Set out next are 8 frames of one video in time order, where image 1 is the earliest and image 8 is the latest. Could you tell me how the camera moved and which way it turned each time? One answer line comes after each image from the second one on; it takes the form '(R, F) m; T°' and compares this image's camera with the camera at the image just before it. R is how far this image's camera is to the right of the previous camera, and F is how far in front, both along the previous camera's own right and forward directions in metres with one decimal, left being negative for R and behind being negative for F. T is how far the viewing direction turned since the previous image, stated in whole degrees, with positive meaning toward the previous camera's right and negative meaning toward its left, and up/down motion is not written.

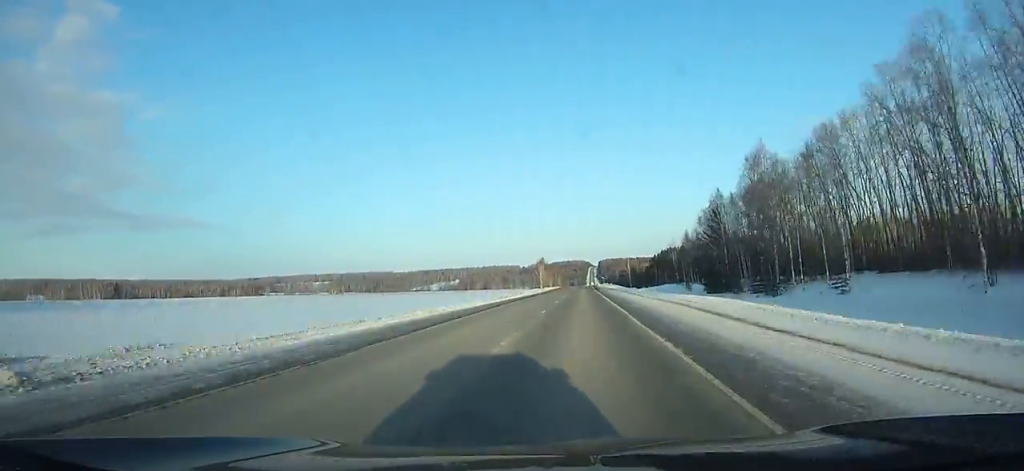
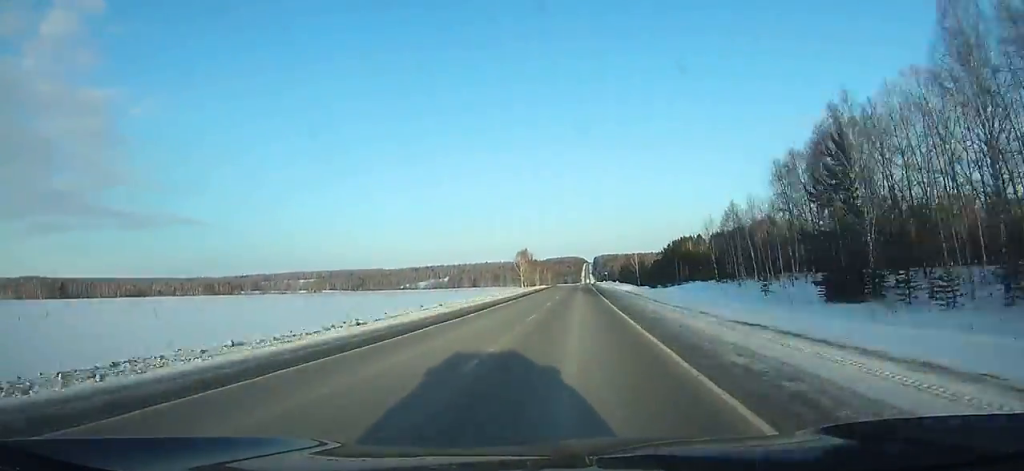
(+0.5, +51.8) m; +1°
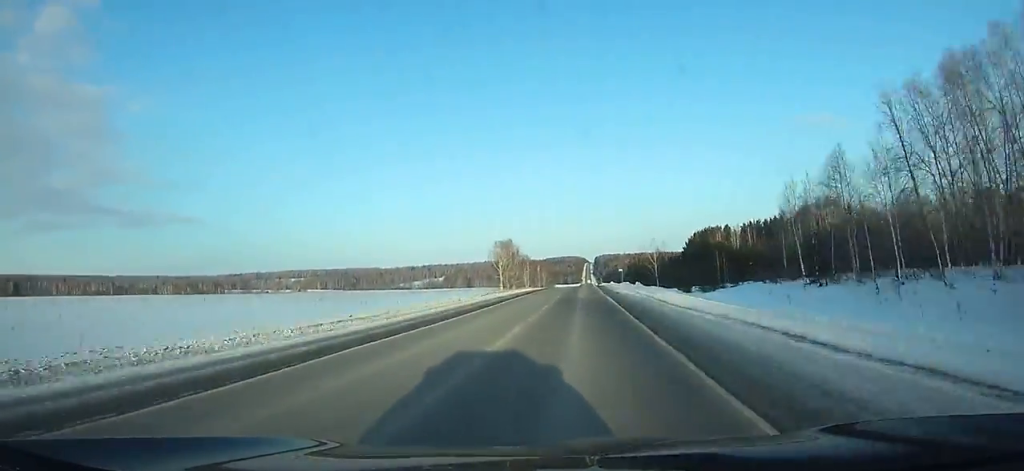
(+0.2, +43.2) m; +1°
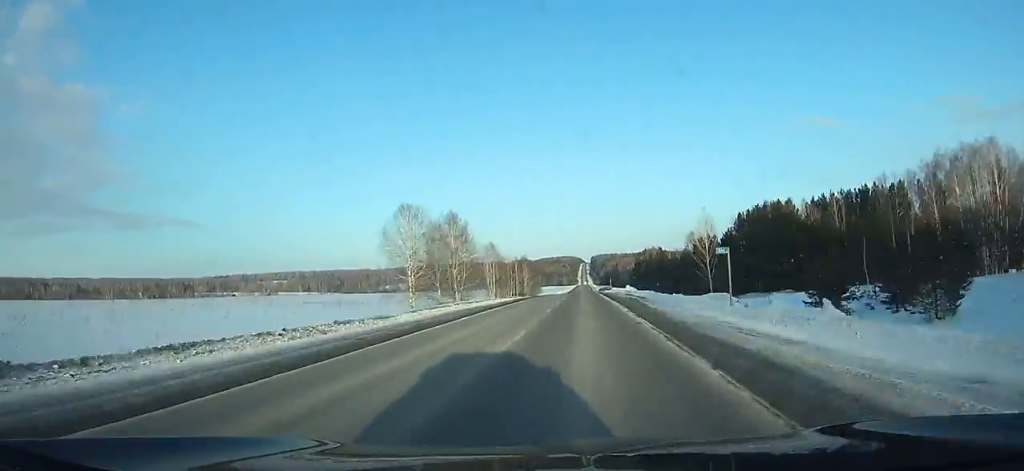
(+0.3, +60.8) m; 0°
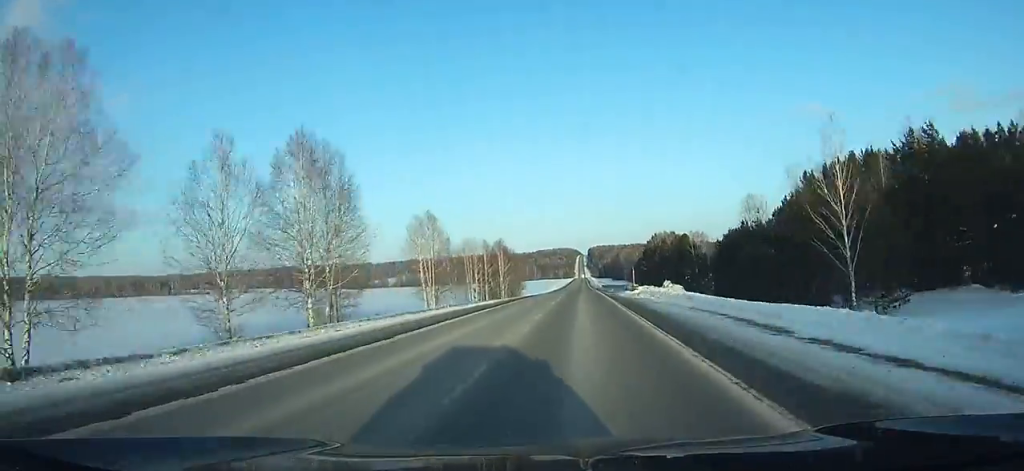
(+0.1, +43.4) m; 0°
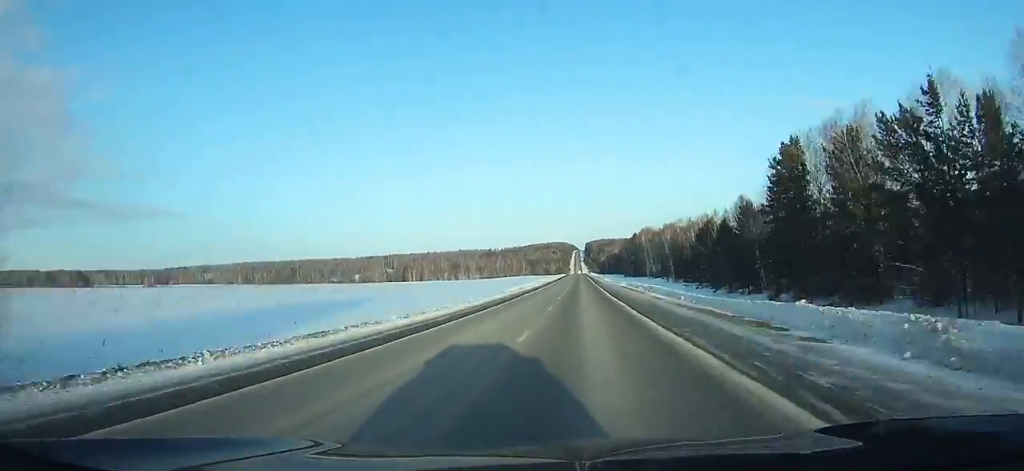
(+0.5, +137.2) m; +1°
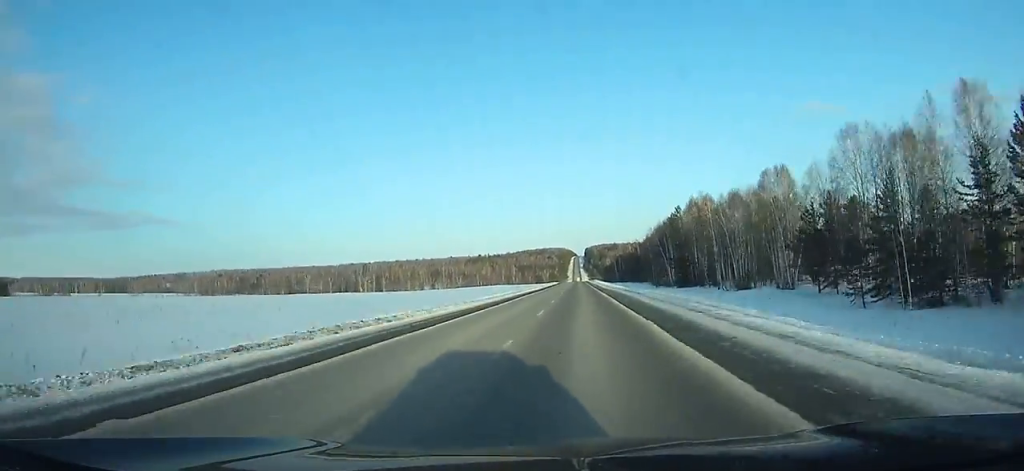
(+0.7, +111.3) m; 0°
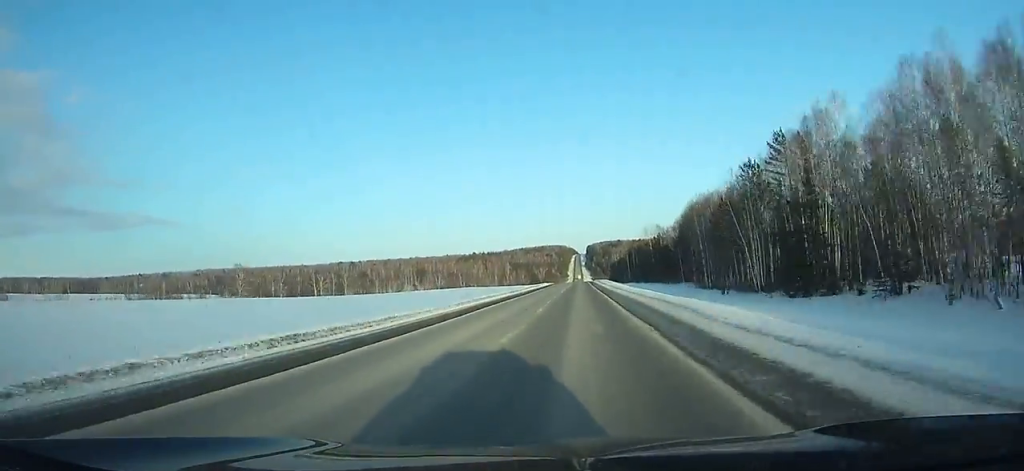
(-0.3, +70.2) m; -1°
